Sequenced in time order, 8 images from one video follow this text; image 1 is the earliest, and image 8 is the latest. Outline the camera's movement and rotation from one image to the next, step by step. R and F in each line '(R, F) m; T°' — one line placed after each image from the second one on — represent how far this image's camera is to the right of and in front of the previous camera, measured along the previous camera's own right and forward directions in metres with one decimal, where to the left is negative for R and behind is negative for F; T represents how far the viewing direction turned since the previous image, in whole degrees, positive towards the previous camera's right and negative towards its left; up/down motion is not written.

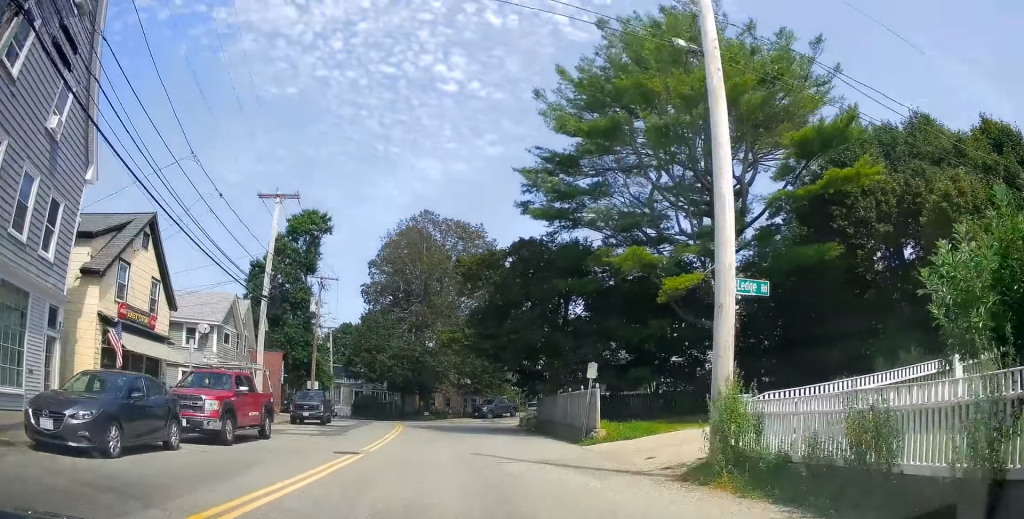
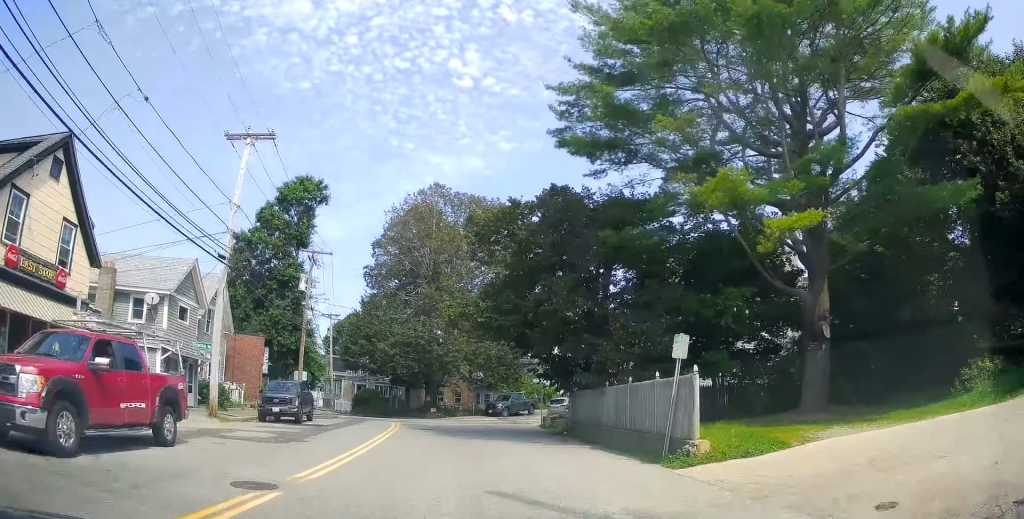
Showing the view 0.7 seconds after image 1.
(0.0, +6.5) m; -1°
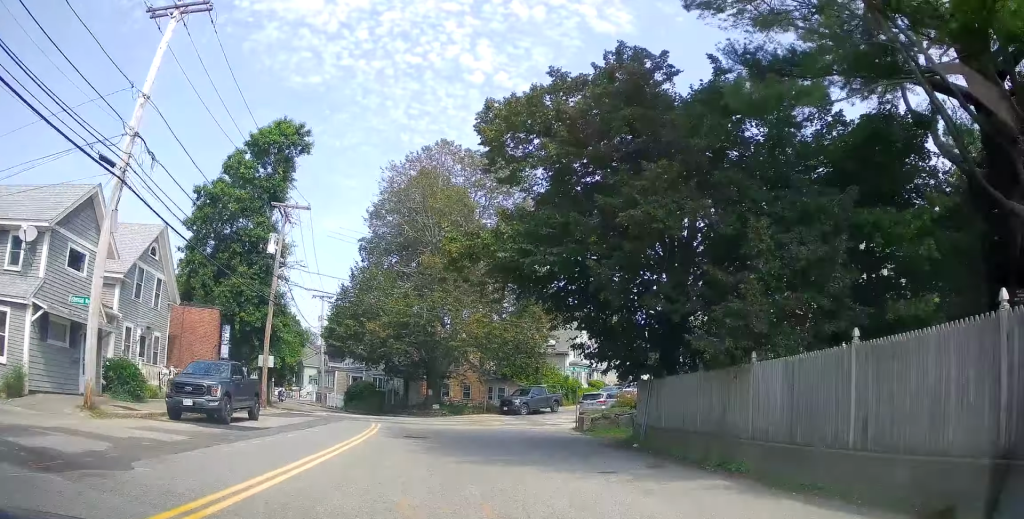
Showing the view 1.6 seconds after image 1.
(0.0, +8.6) m; -3°
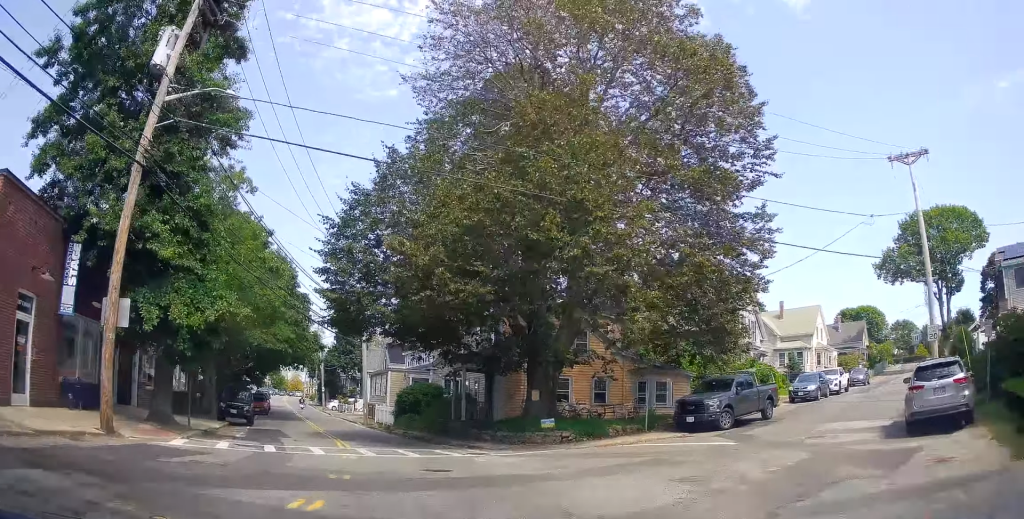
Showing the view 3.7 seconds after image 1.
(-2.3, +20.2) m; -10°
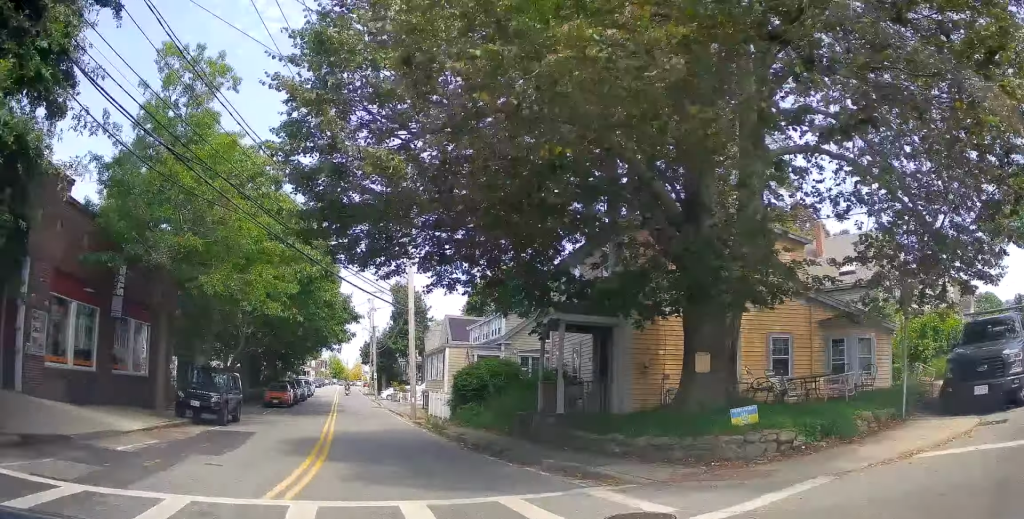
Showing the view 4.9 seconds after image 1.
(-0.2, +10.3) m; -5°
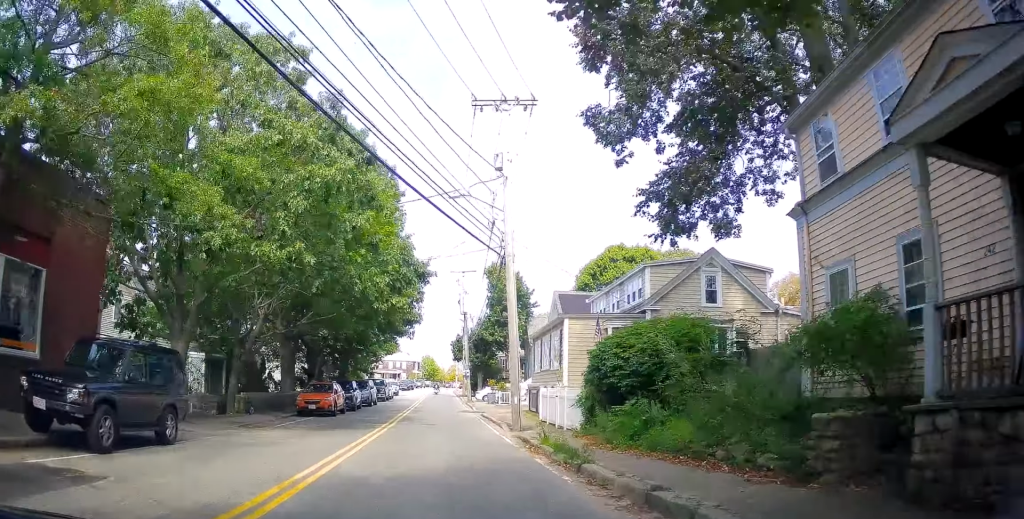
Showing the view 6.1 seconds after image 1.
(-0.9, +10.9) m; -7°
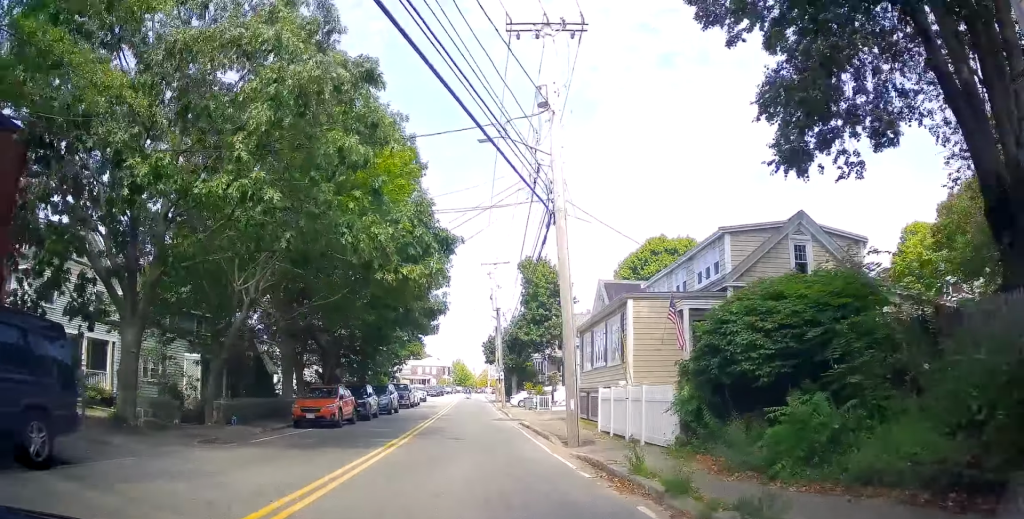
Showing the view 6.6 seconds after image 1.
(-0.2, +4.8) m; -2°
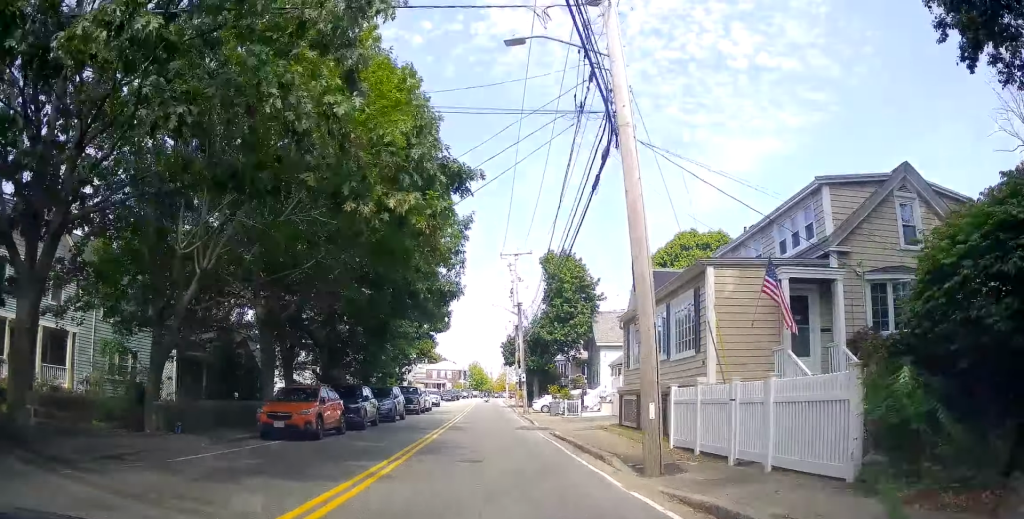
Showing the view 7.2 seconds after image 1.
(+0.2, +4.9) m; -2°
